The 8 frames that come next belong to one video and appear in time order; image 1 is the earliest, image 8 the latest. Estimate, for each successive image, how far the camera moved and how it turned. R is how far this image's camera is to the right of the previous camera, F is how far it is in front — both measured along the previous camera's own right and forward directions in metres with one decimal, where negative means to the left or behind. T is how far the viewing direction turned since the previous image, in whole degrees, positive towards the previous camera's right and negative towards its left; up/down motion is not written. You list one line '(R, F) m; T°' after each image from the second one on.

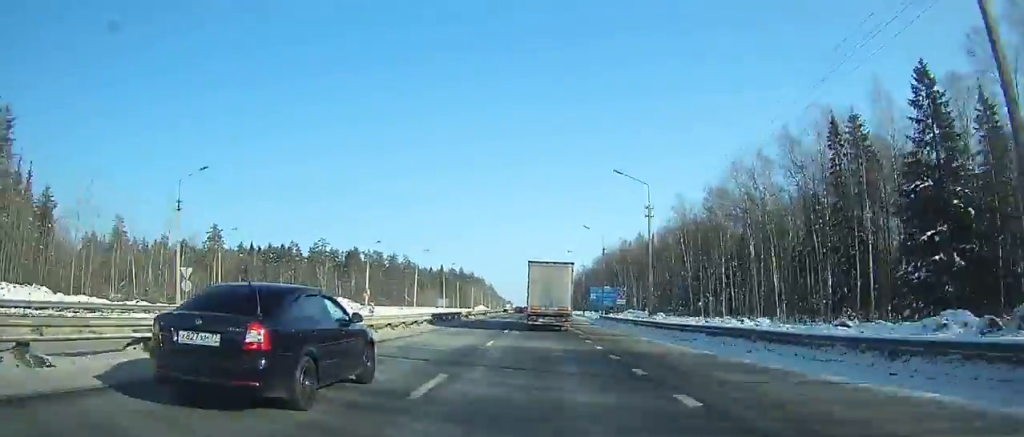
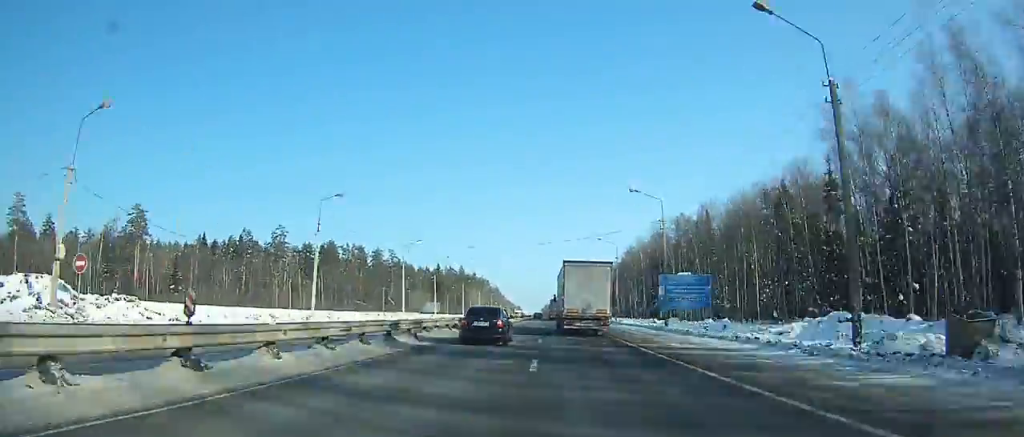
(-0.5, +57.6) m; 0°
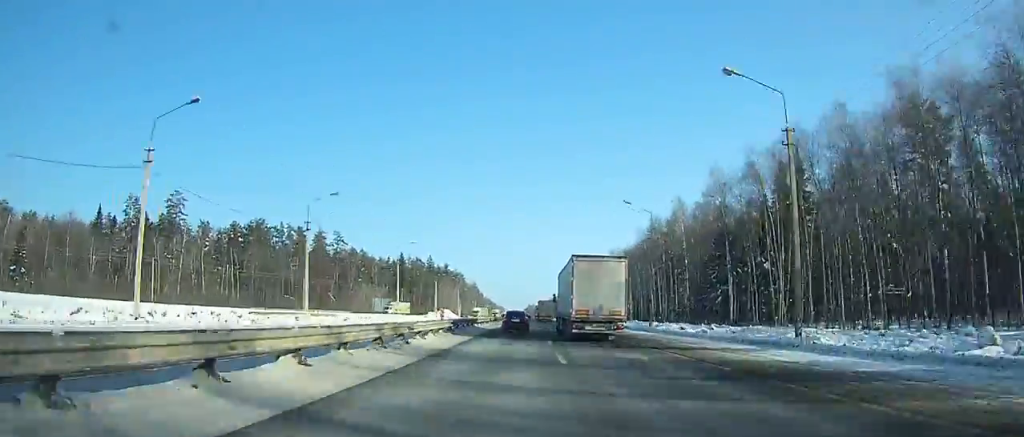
(+0.4, +59.8) m; +1°
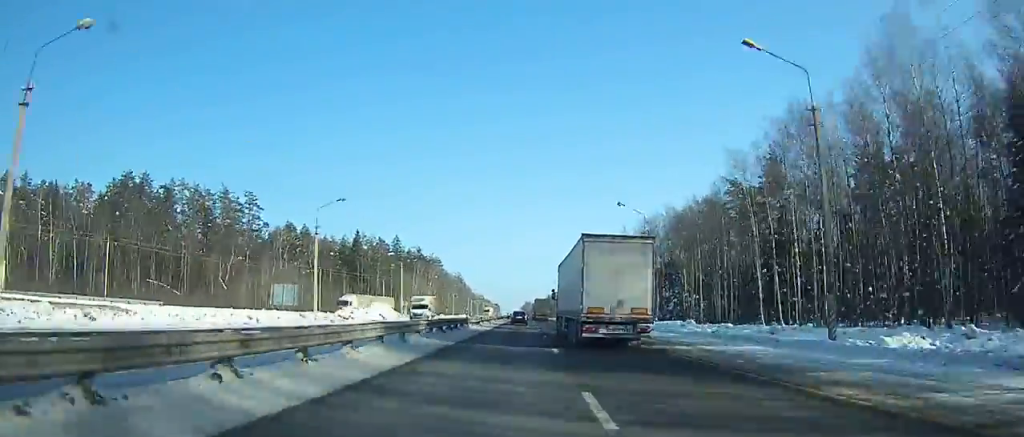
(+0.4, +69.9) m; 0°
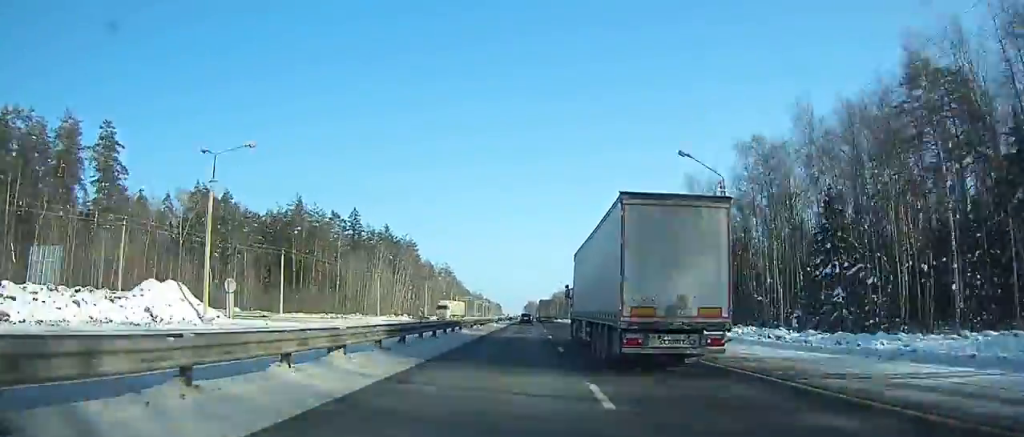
(0.0, +61.1) m; 0°
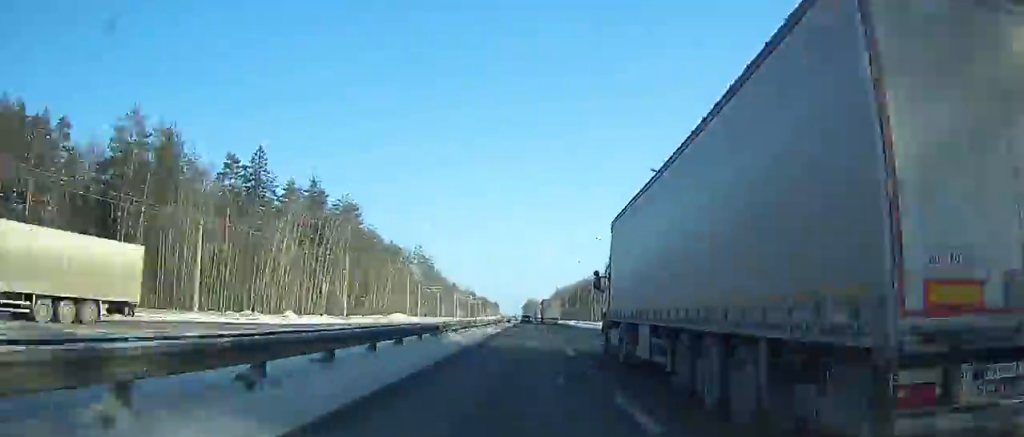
(-0.2, +62.4) m; 0°
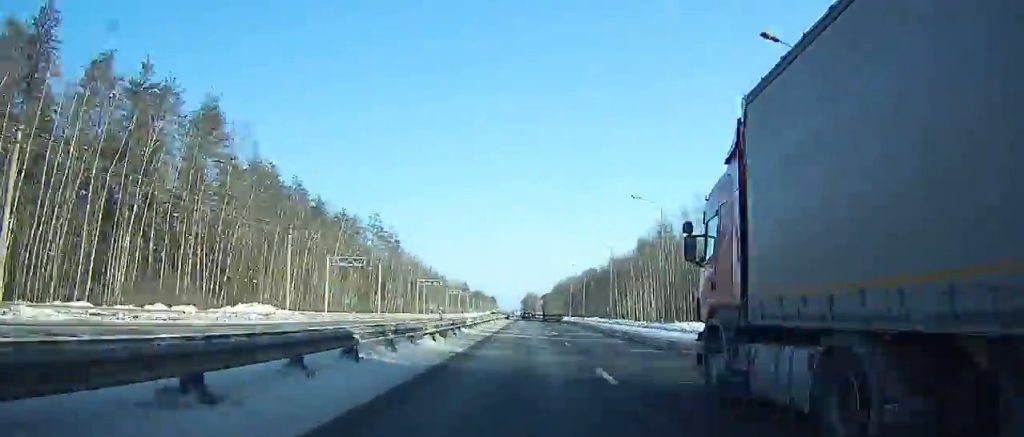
(-0.2, +54.8) m; 0°
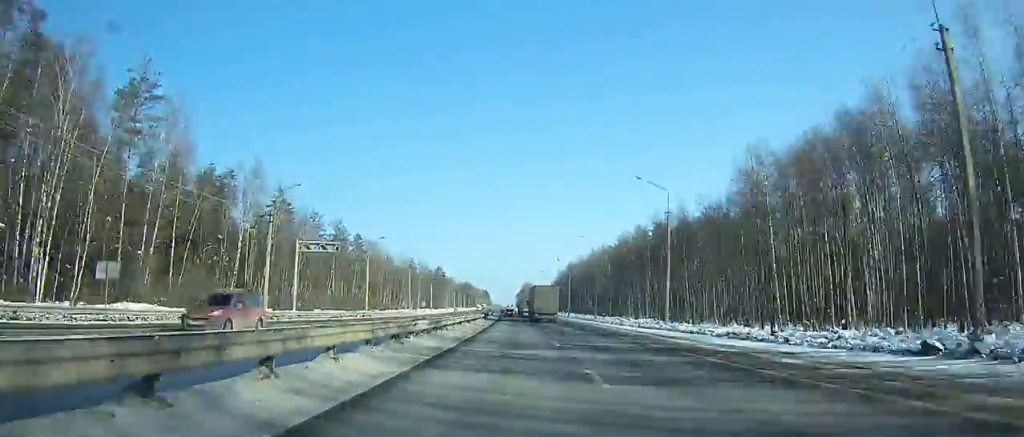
(+0.1, +106.0) m; +1°
